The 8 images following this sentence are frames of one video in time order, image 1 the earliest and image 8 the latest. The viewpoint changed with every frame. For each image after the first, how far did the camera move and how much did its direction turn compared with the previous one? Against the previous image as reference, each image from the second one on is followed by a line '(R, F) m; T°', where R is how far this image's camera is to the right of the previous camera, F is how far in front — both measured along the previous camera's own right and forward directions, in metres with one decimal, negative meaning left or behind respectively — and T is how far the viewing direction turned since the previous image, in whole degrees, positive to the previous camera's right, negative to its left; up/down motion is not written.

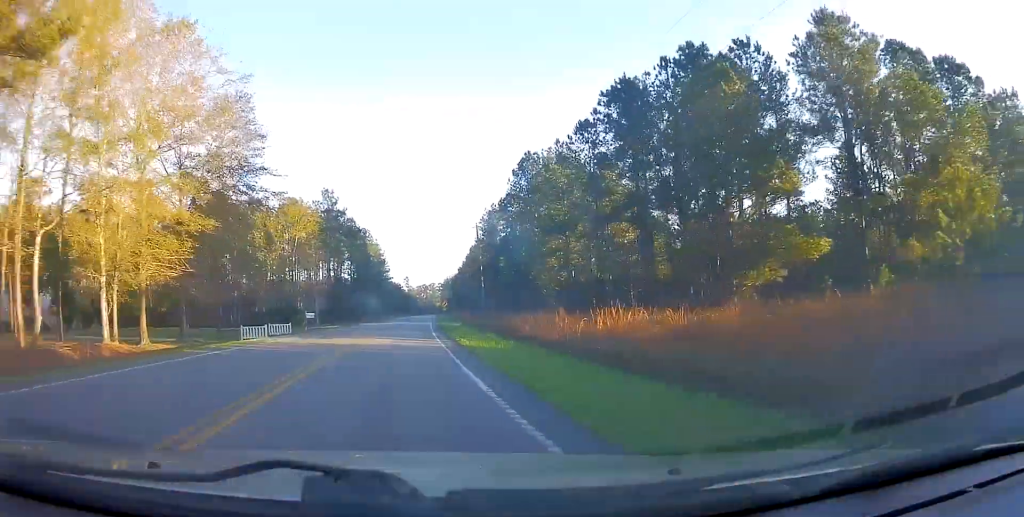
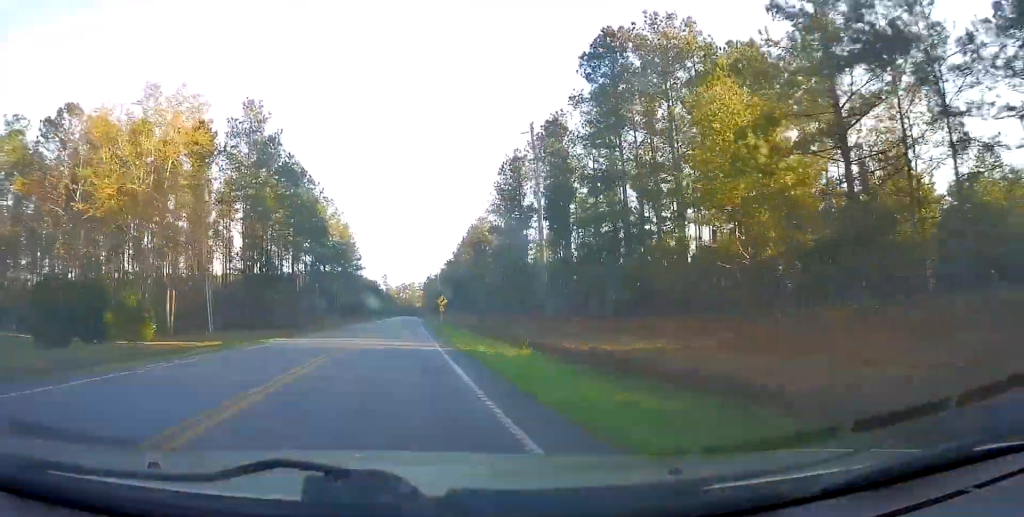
(0.0, +36.3) m; +1°
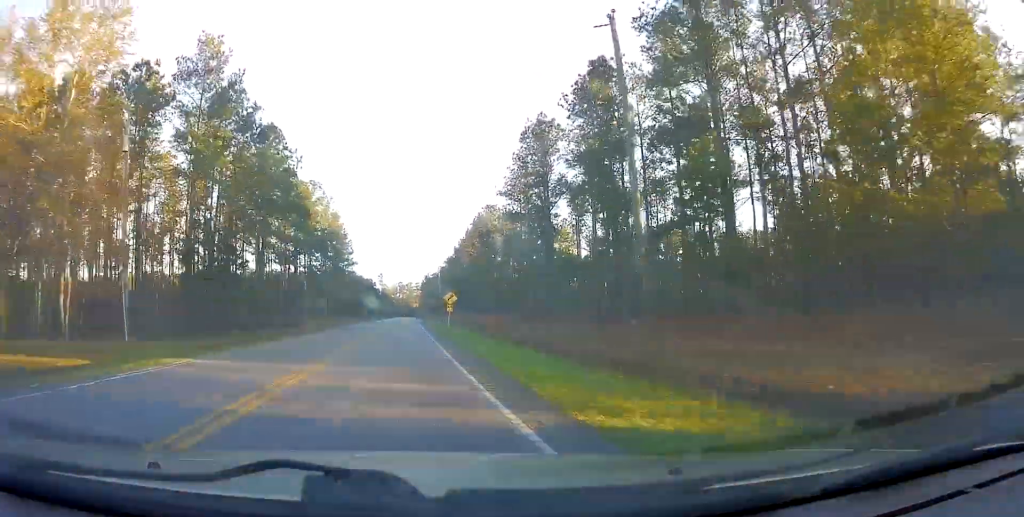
(+0.2, +12.4) m; +2°
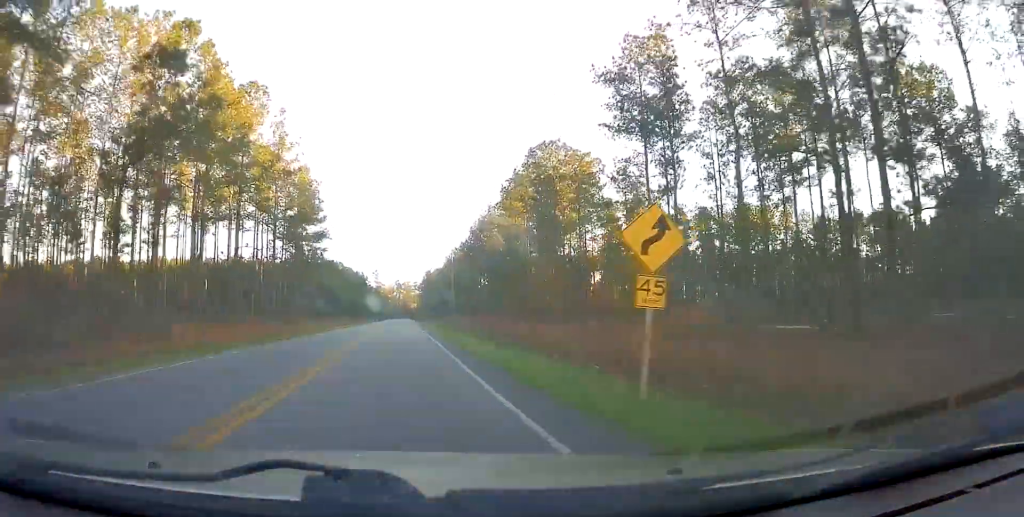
(+1.1, +36.2) m; +2°
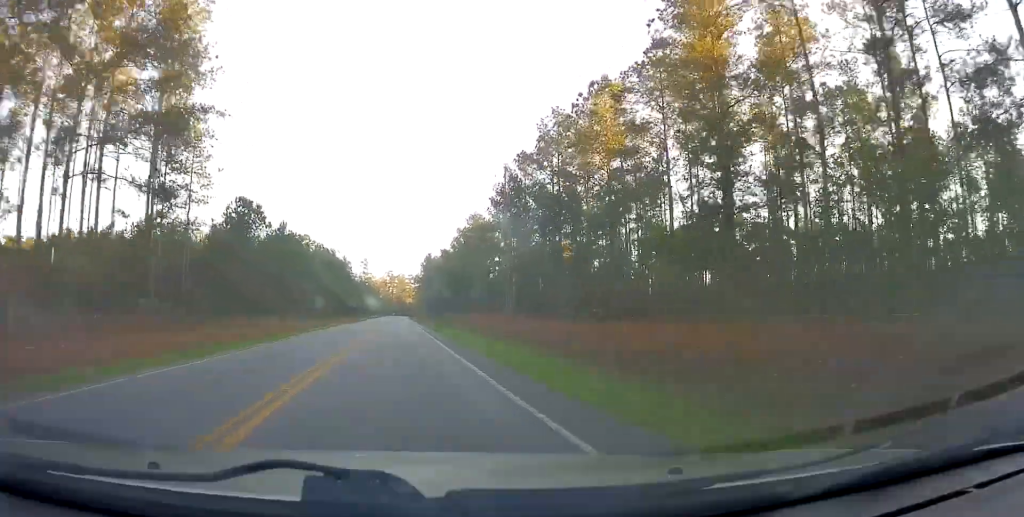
(+0.3, +45.0) m; 0°
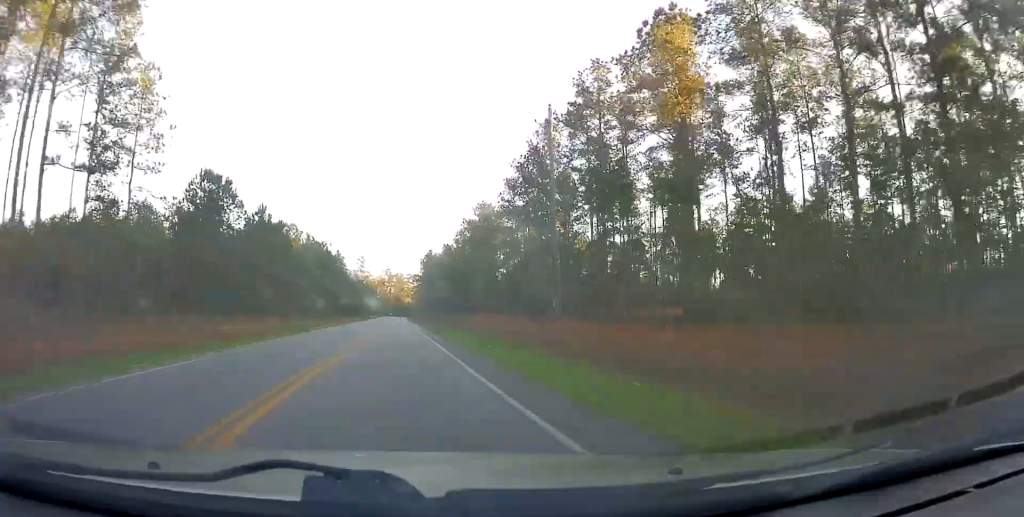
(-0.2, +11.5) m; 0°
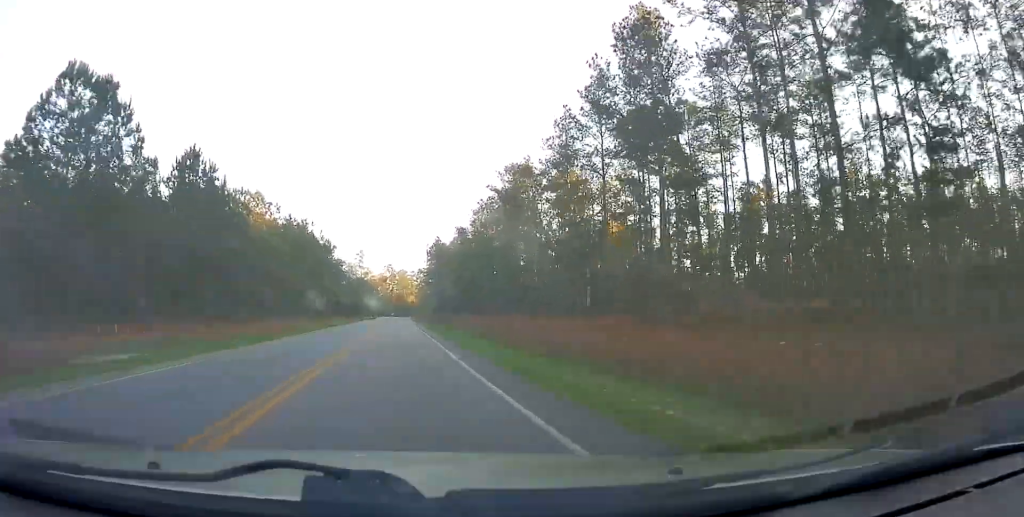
(+0.1, +23.9) m; 0°
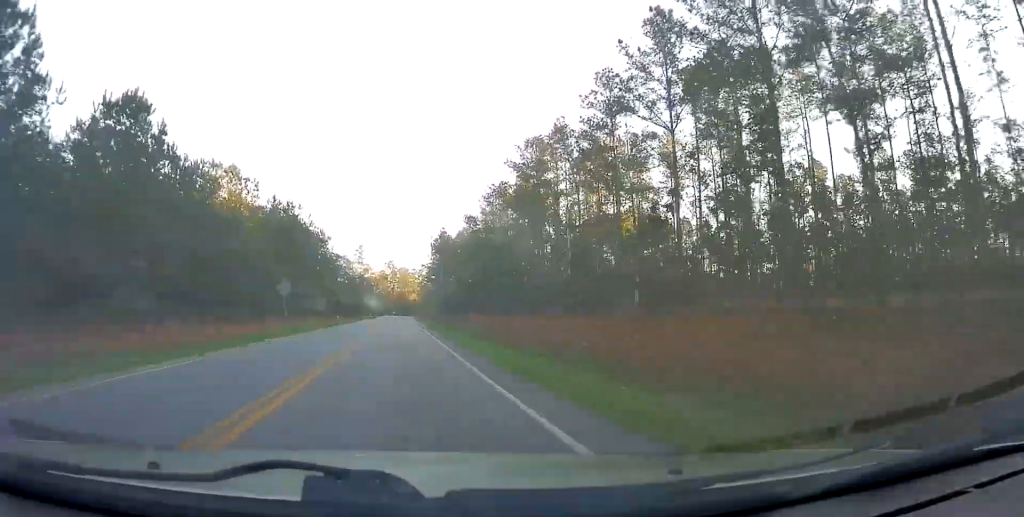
(+0.1, +11.1) m; 0°
